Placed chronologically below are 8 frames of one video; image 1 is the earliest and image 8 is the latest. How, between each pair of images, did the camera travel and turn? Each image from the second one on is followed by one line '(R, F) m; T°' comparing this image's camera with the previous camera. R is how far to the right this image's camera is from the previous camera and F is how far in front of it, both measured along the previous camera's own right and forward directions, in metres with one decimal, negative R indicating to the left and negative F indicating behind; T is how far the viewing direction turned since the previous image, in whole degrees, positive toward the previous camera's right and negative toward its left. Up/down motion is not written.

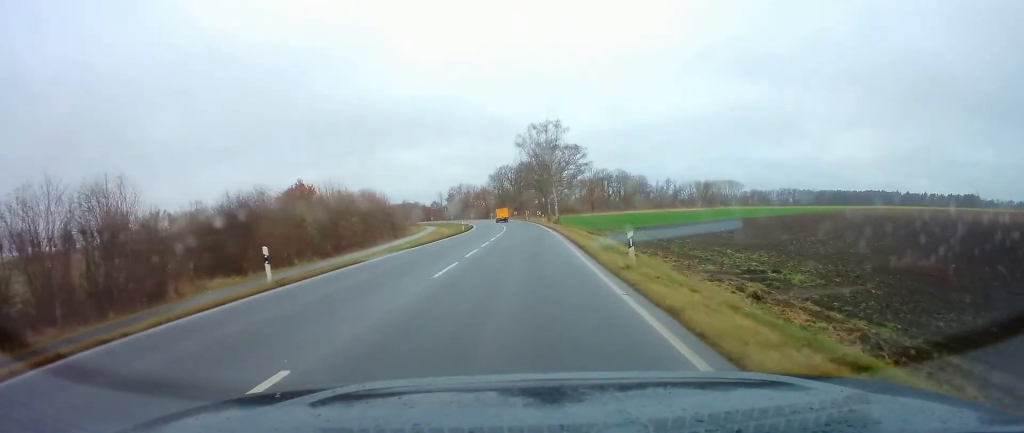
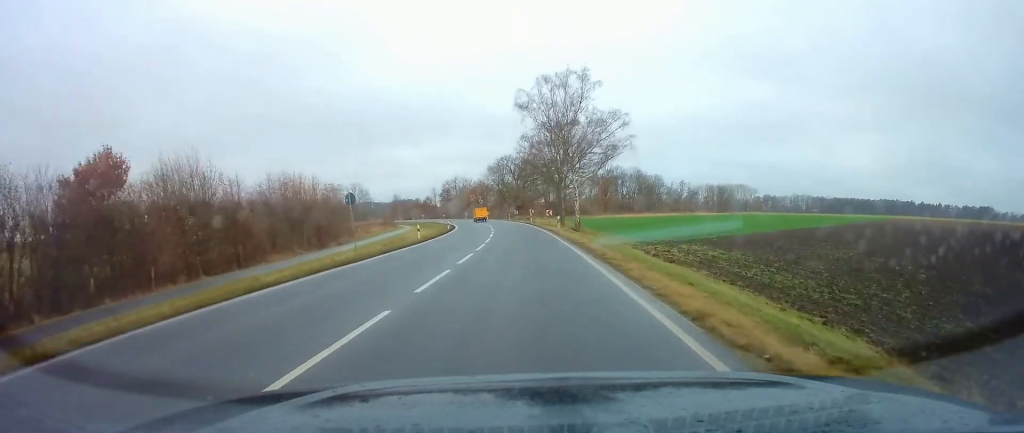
(0.0, +27.3) m; -1°
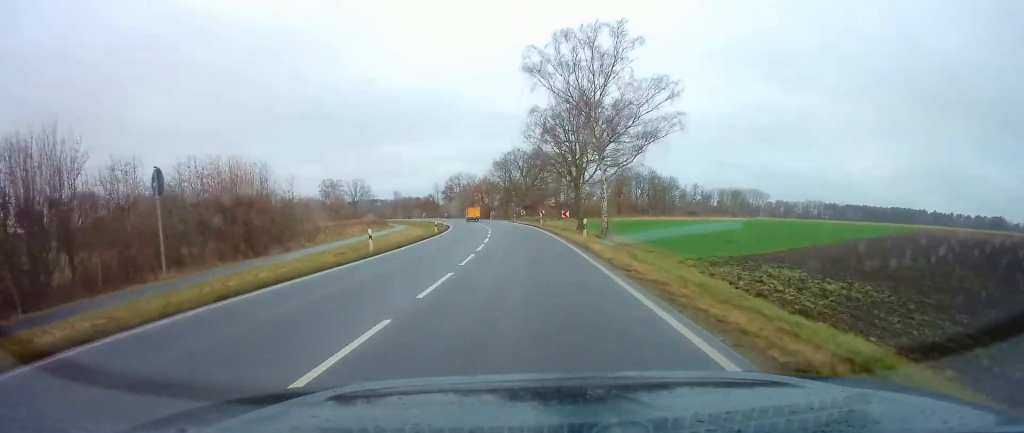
(-0.1, +12.9) m; -1°
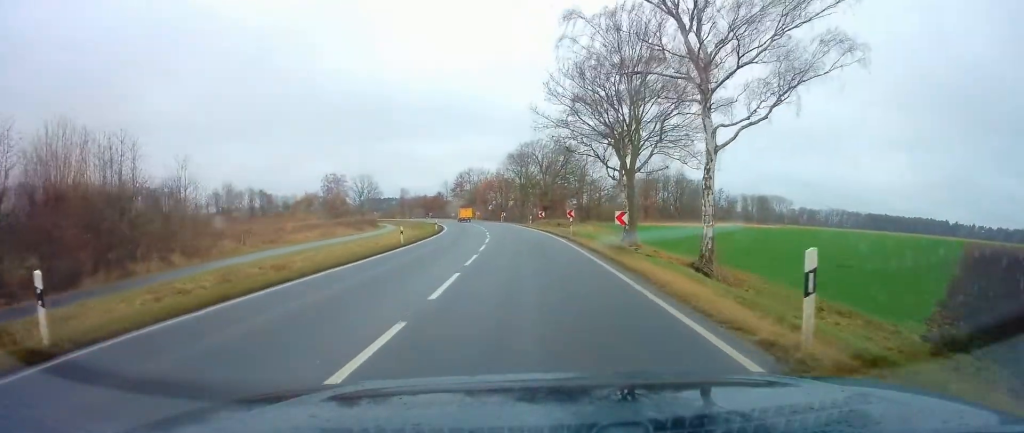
(-0.2, +18.5) m; -2°
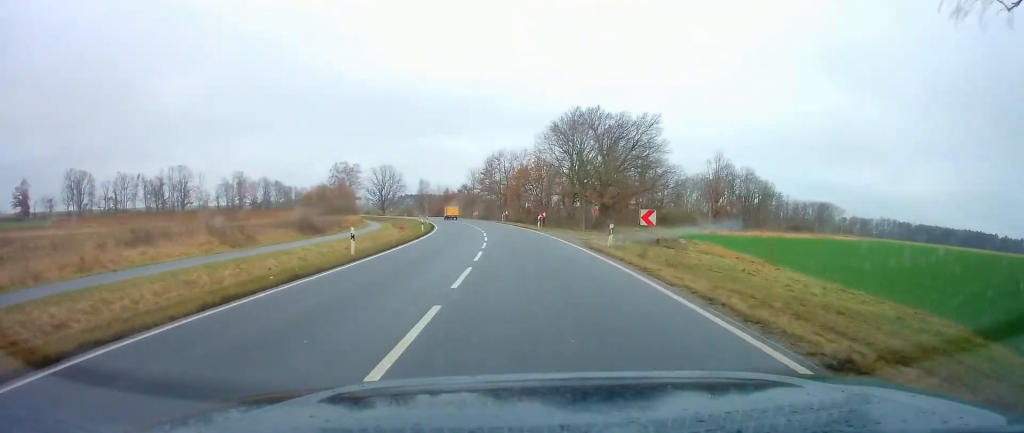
(-1.1, +35.3) m; -4°
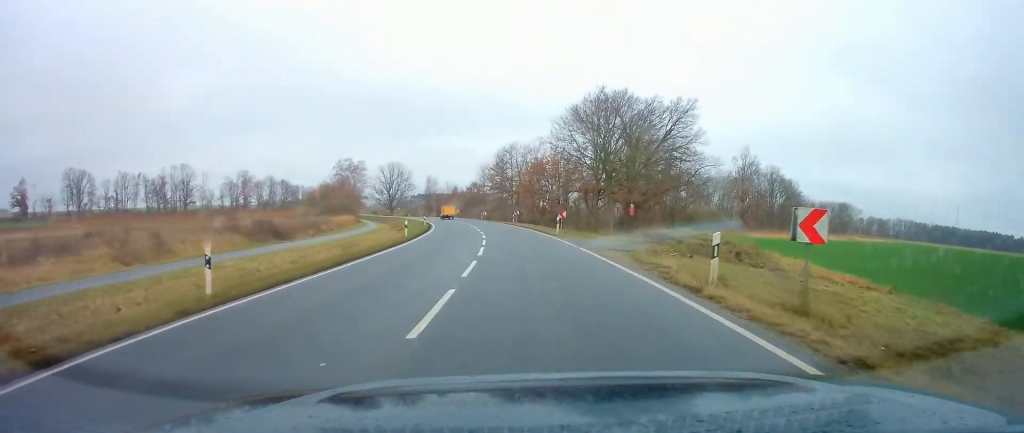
(-0.2, +10.5) m; -1°
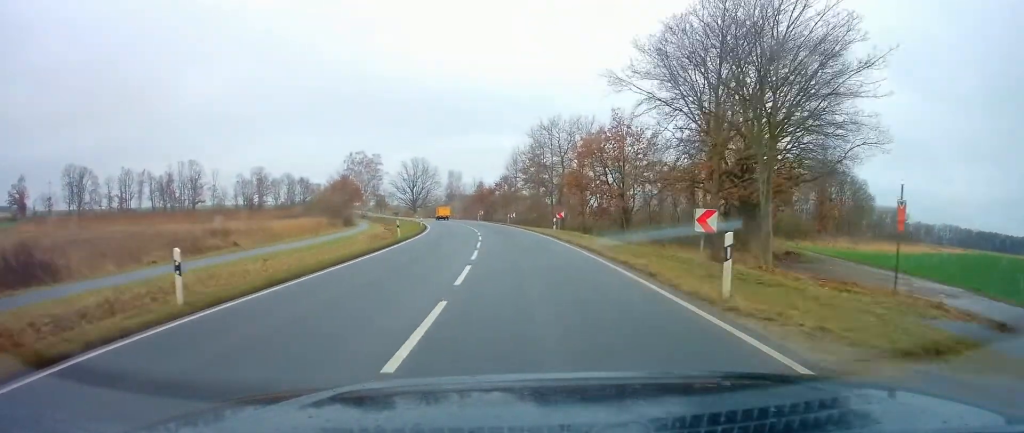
(-0.9, +25.7) m; -4°
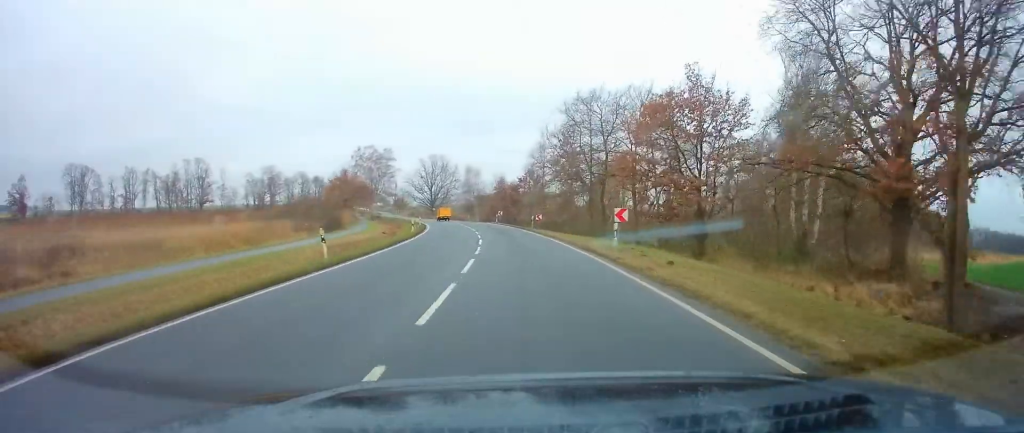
(-0.2, +15.8) m; -3°
